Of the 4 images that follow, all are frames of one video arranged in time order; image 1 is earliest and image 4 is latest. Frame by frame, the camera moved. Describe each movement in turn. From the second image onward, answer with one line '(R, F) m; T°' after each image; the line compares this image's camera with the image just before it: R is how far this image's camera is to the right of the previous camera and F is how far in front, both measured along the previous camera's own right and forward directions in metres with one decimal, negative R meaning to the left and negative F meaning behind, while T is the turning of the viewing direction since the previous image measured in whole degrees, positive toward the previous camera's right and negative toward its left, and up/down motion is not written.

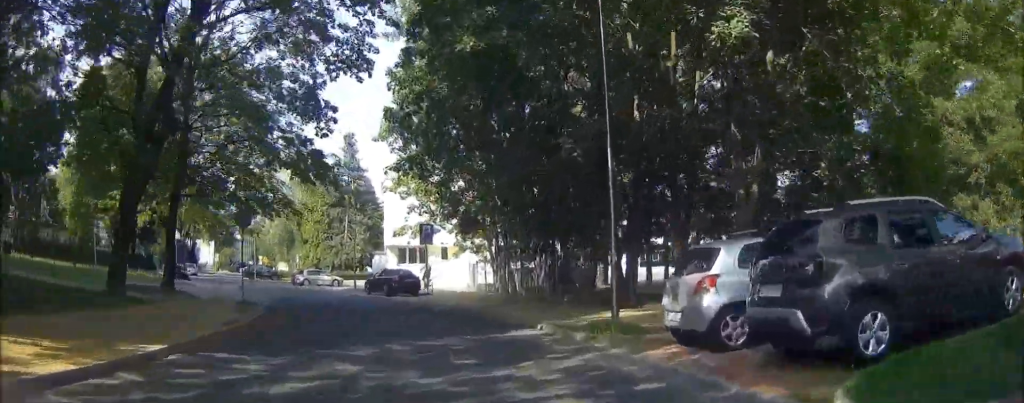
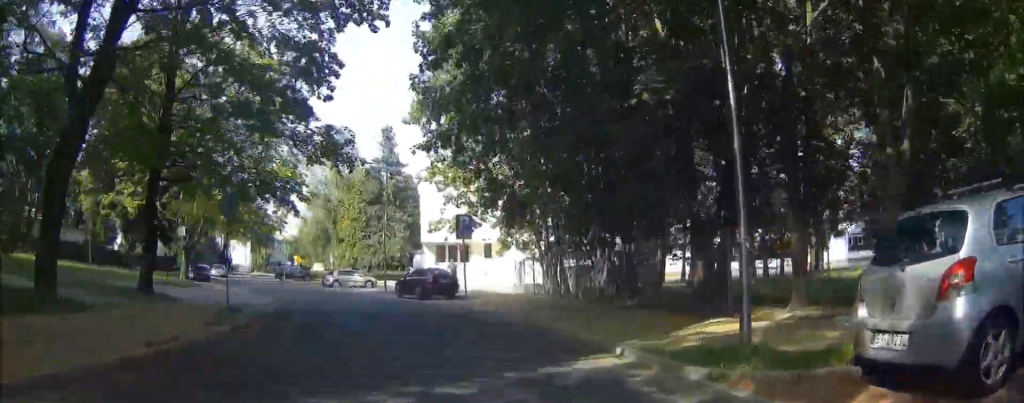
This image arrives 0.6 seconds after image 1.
(-0.2, +4.6) m; -2°
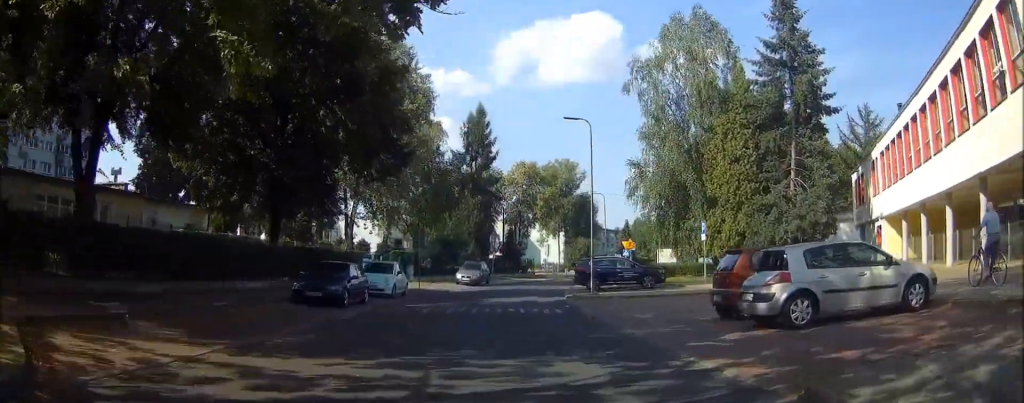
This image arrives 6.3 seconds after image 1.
(-10.4, +38.9) m; -23°
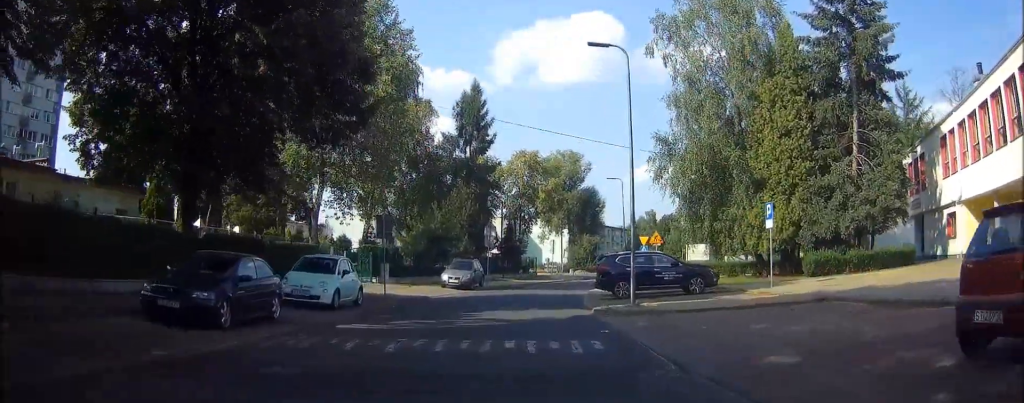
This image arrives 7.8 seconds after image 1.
(0.0, +8.0) m; 0°
